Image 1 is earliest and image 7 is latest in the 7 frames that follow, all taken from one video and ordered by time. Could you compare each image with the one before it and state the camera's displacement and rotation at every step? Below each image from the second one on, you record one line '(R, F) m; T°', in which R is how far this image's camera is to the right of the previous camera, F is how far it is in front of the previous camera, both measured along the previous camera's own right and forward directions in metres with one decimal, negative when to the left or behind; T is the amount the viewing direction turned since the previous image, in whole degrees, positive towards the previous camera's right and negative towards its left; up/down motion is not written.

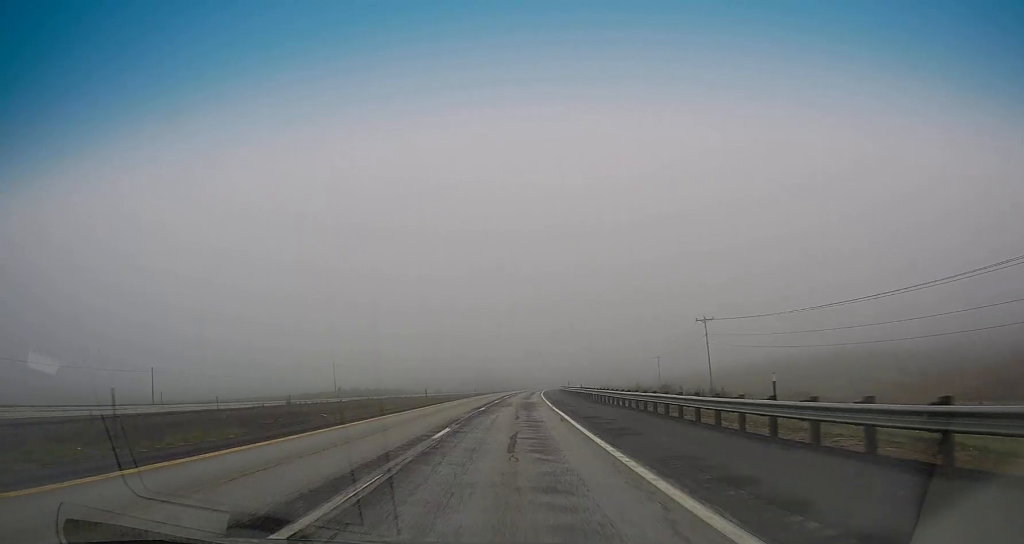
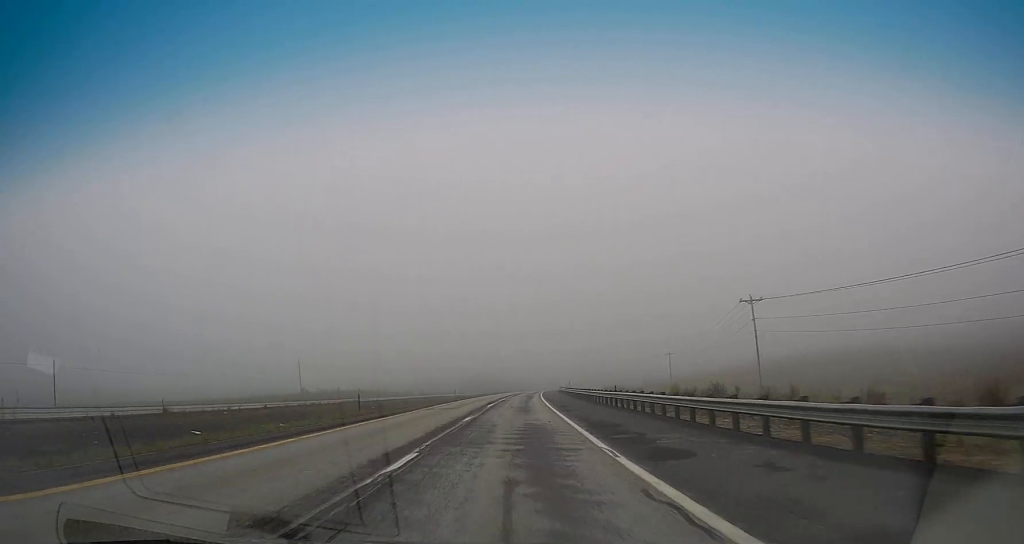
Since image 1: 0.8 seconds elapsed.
(-0.3, +22.5) m; 0°
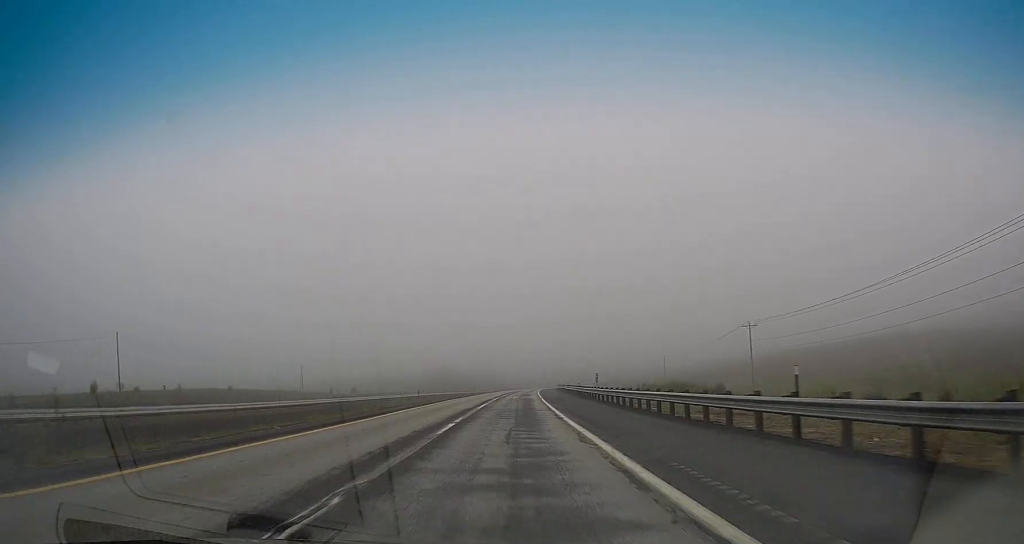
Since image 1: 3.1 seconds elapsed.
(+2.5, +68.7) m; +3°
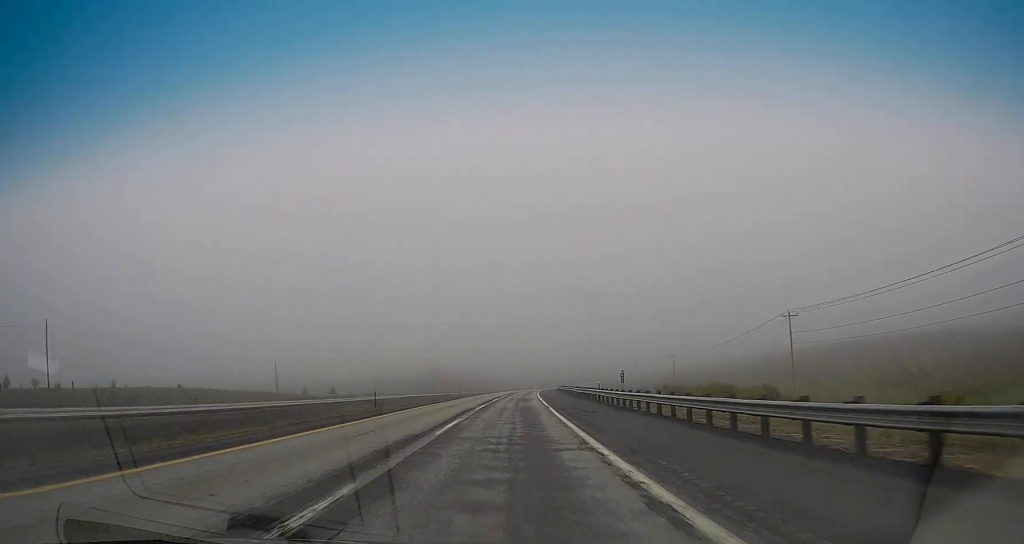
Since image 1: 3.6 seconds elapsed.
(-0.4, +15.7) m; +1°
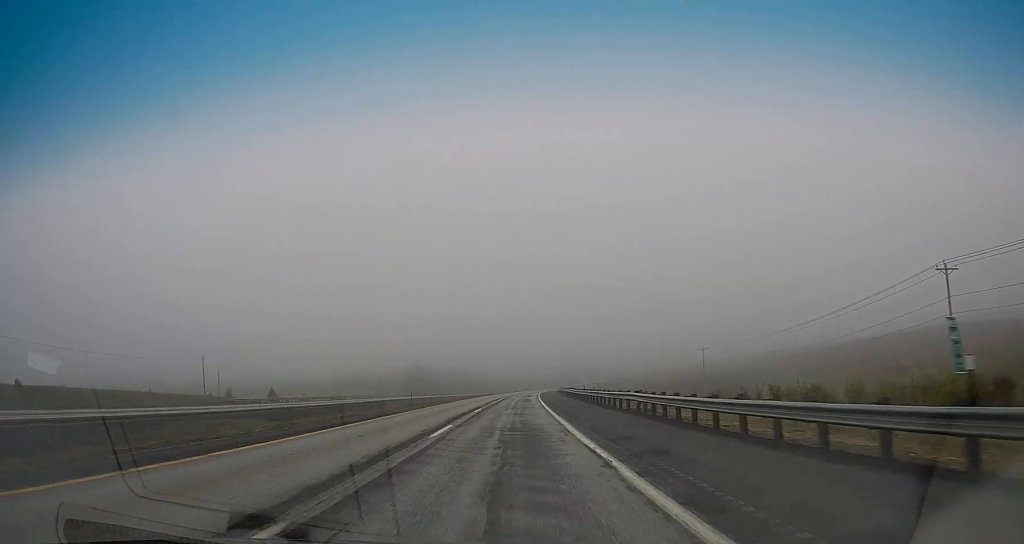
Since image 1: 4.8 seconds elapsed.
(+1.0, +33.4) m; +1°
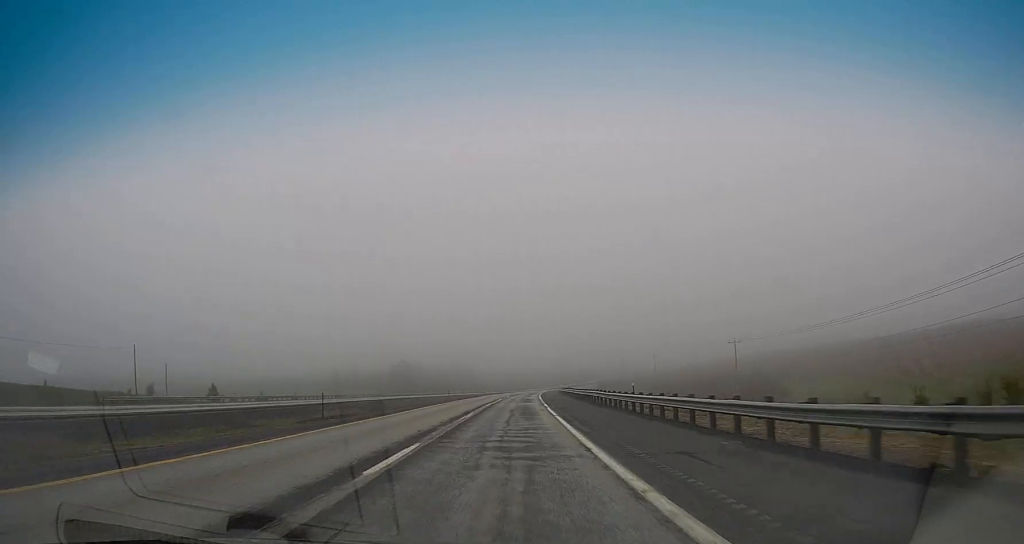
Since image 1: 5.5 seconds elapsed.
(-0.3, +22.6) m; 0°
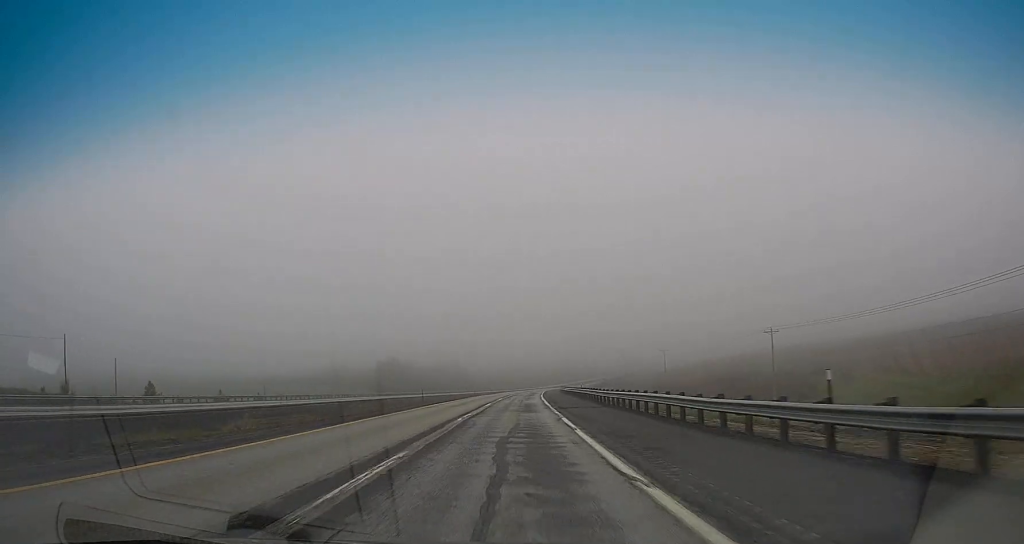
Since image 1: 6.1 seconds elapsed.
(0.0, +17.6) m; 0°
